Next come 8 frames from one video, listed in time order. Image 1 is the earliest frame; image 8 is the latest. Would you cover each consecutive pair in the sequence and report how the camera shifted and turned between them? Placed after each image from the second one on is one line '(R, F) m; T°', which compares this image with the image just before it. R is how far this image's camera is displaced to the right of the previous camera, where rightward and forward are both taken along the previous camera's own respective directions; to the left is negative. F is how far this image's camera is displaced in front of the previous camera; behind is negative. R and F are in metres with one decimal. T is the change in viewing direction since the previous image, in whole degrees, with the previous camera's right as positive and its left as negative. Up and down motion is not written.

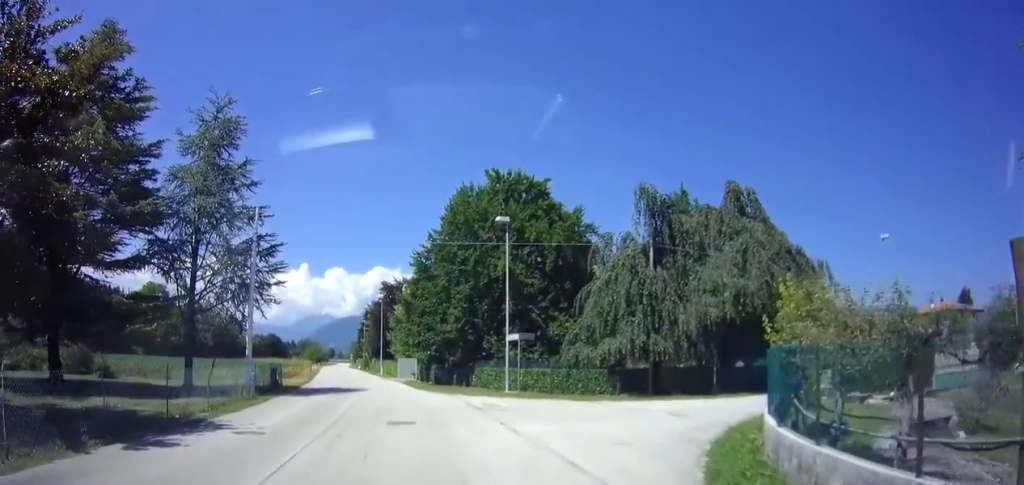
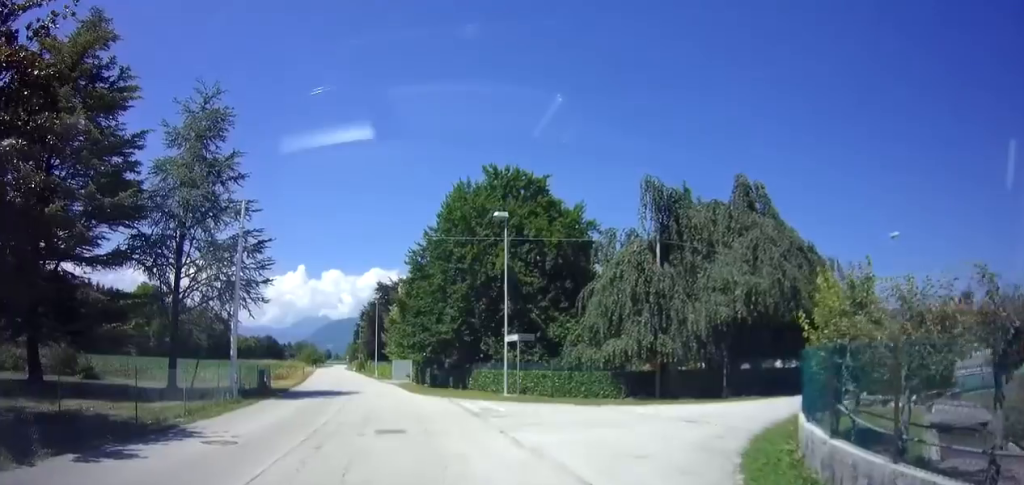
(+0.1, +1.0) m; -1°
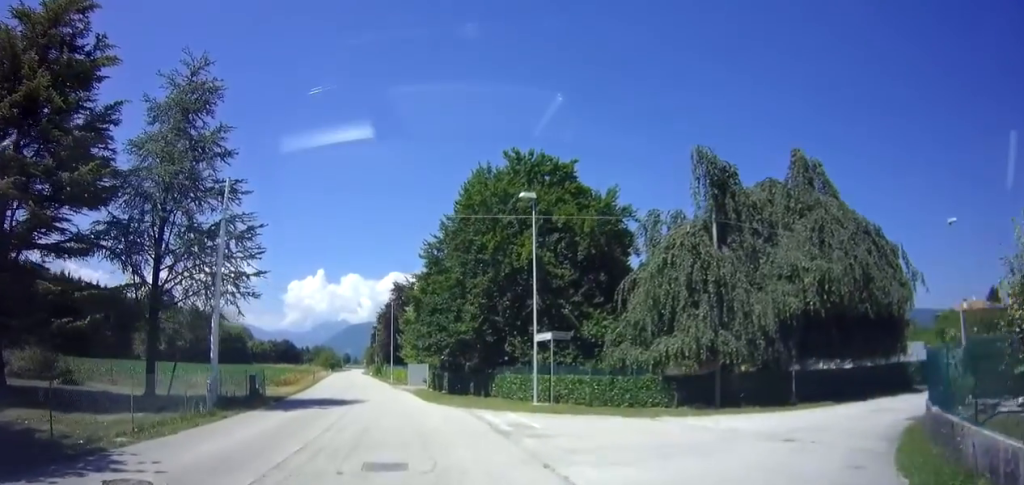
(-0.2, +3.3) m; -6°
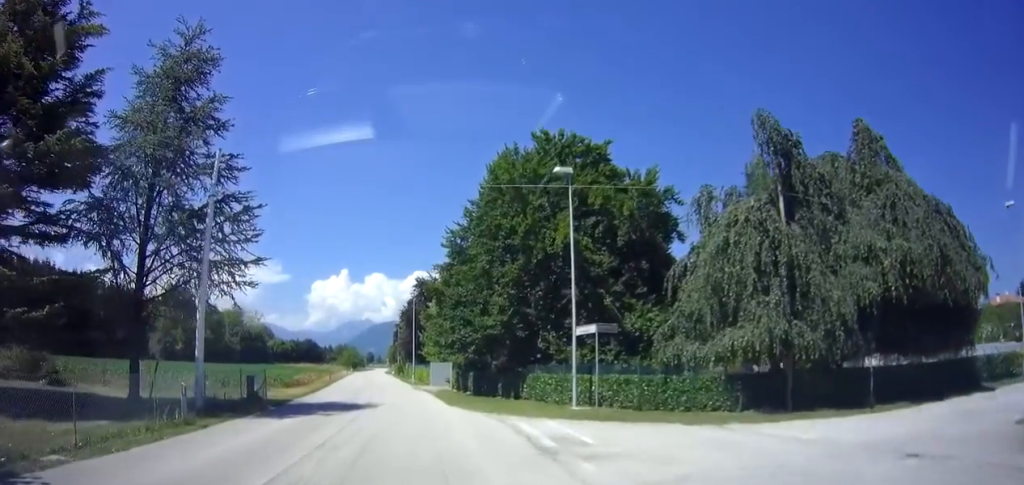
(0.0, +2.2) m; 0°
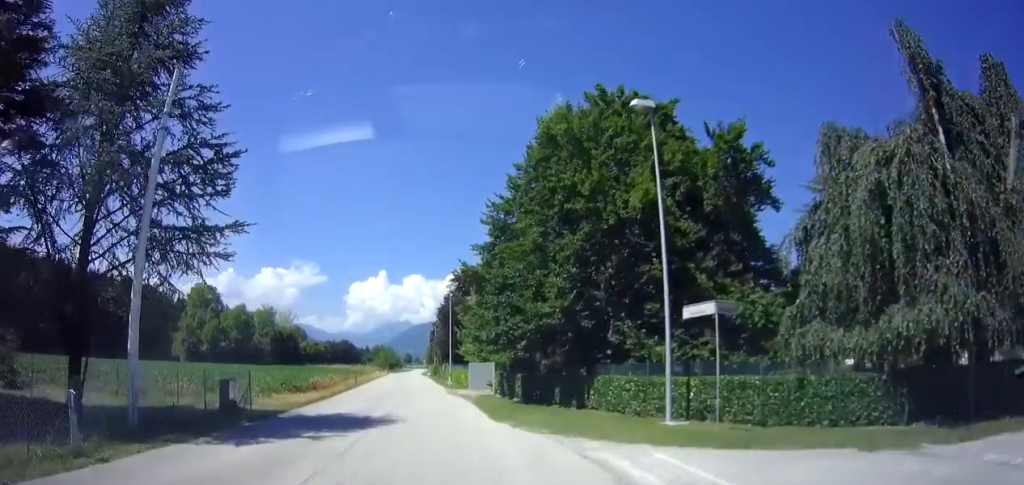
(+0.1, +5.0) m; -2°
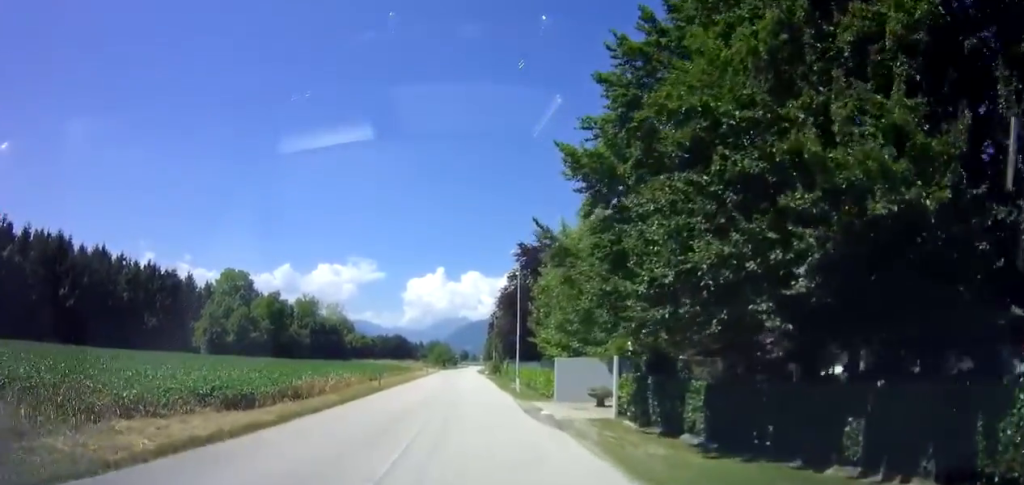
(-0.6, +12.2) m; -3°
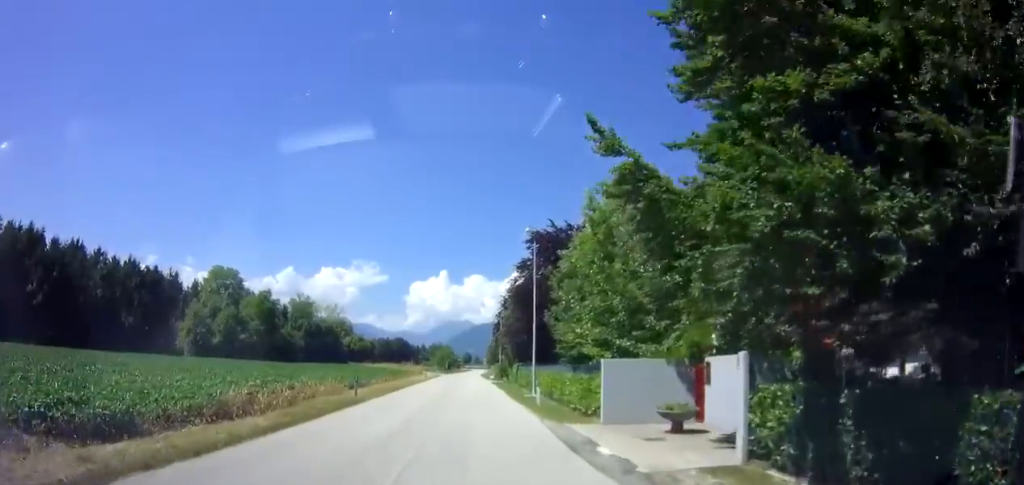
(0.0, +7.0) m; 0°
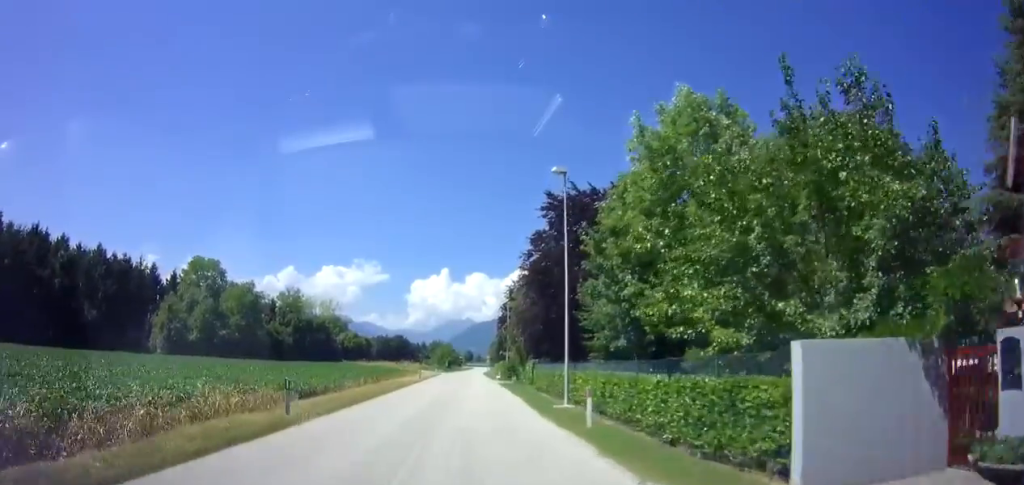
(+0.1, +8.6) m; +1°
